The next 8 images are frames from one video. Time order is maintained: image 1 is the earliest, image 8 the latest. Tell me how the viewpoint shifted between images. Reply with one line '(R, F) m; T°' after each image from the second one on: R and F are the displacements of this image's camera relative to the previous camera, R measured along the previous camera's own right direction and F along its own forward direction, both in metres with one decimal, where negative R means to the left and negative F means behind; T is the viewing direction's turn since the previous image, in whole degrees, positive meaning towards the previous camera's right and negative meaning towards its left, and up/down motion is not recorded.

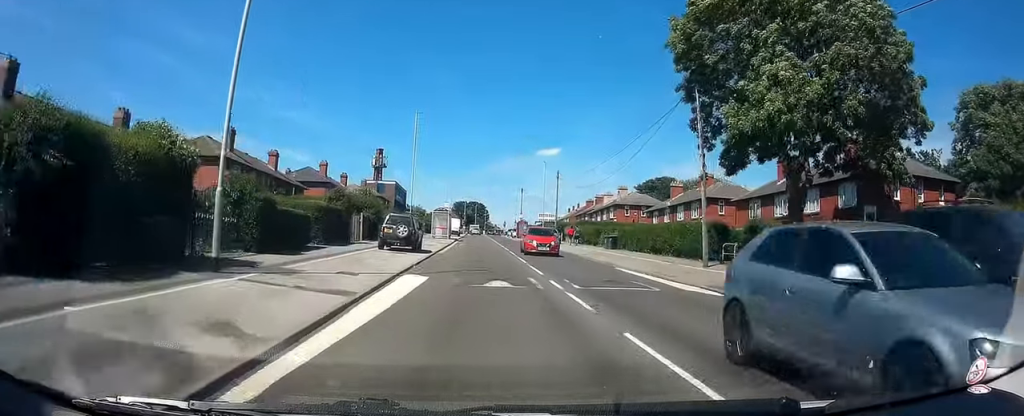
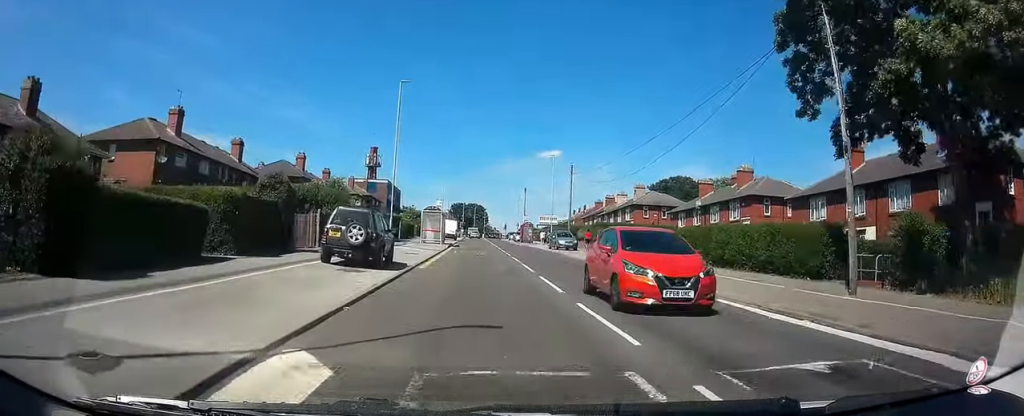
(+0.1, +9.9) m; +1°
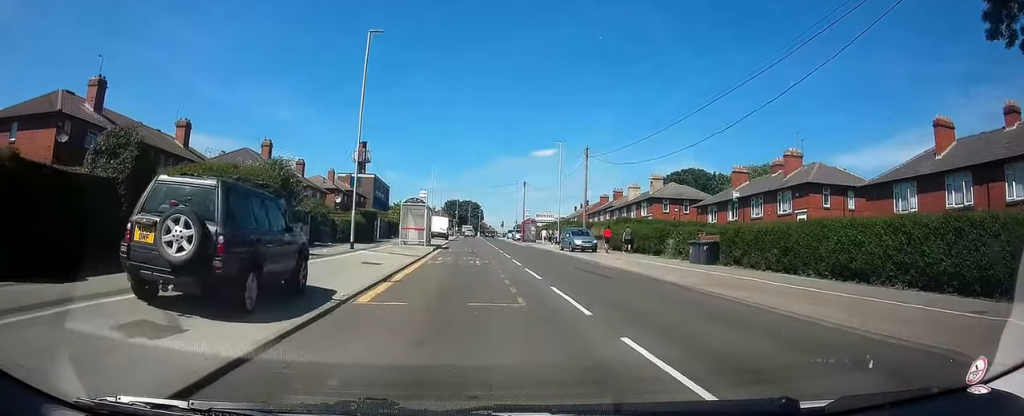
(0.0, +10.0) m; 0°
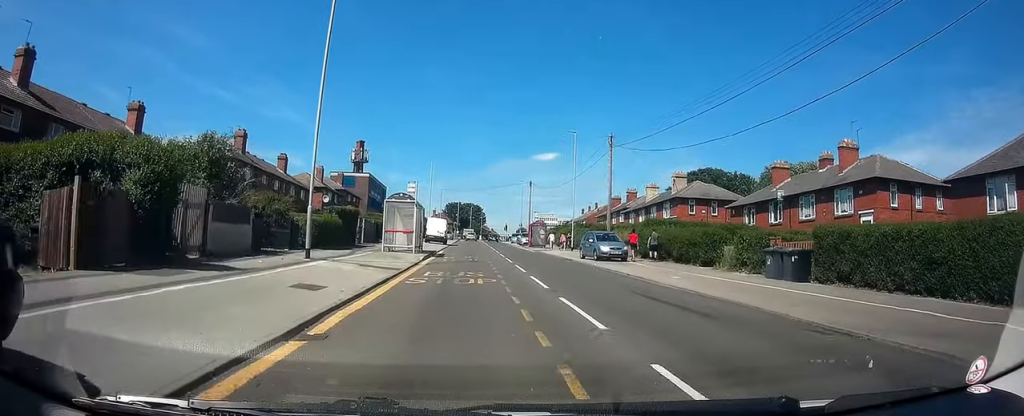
(0.0, +7.6) m; -1°
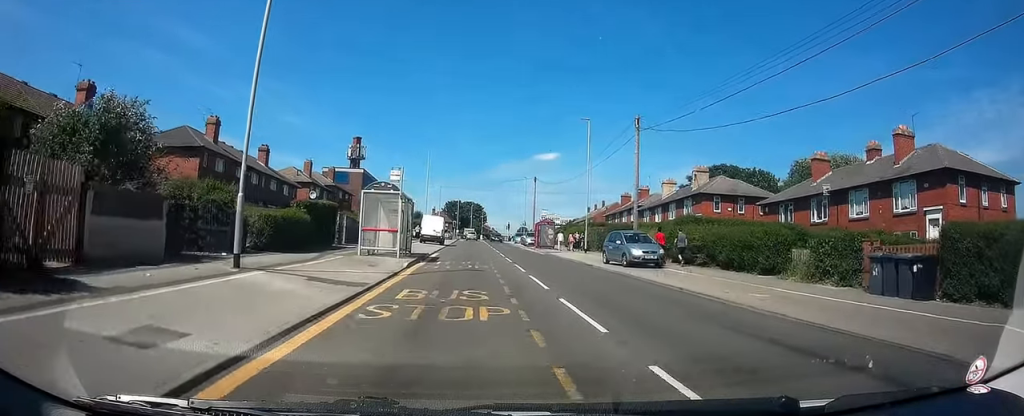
(-0.1, +6.1) m; -1°
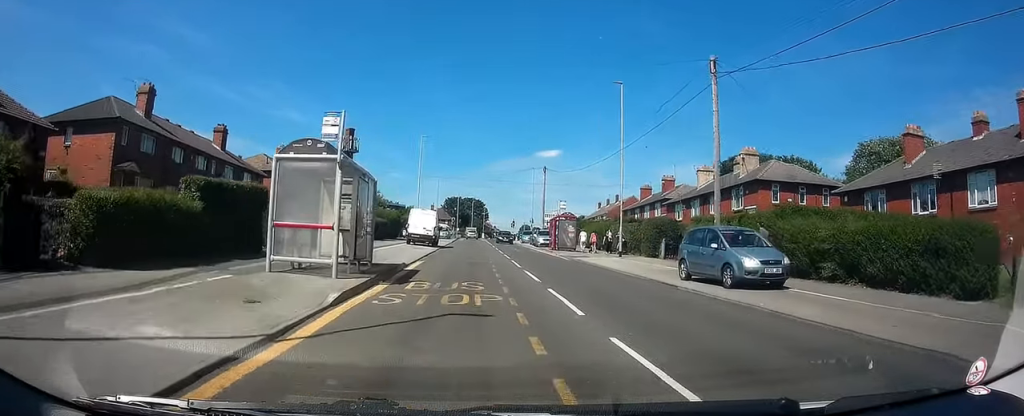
(+0.1, +10.4) m; +1°
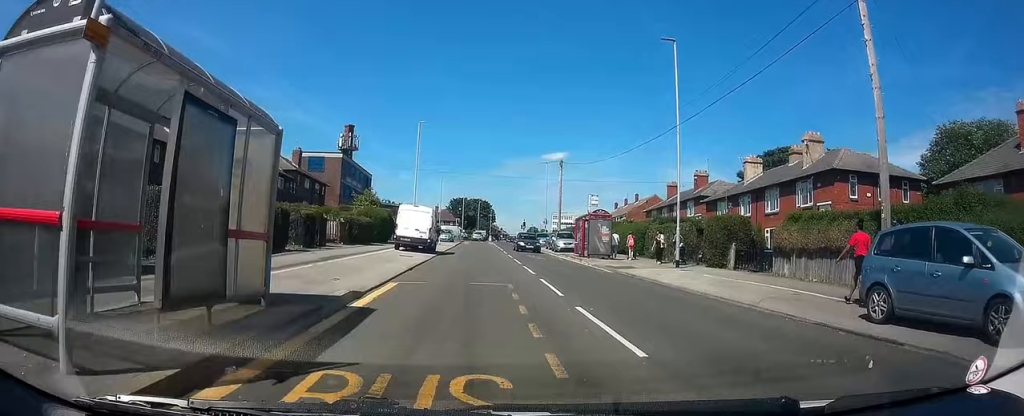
(+0.1, +8.6) m; 0°
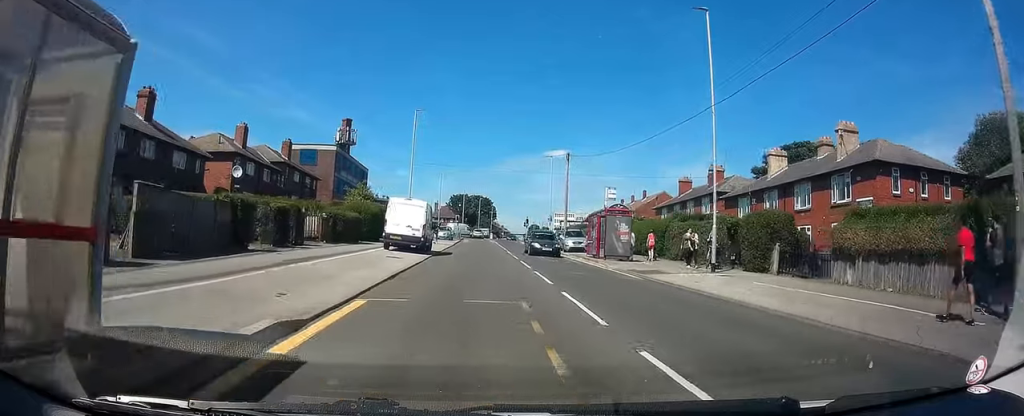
(0.0, +3.8) m; 0°
